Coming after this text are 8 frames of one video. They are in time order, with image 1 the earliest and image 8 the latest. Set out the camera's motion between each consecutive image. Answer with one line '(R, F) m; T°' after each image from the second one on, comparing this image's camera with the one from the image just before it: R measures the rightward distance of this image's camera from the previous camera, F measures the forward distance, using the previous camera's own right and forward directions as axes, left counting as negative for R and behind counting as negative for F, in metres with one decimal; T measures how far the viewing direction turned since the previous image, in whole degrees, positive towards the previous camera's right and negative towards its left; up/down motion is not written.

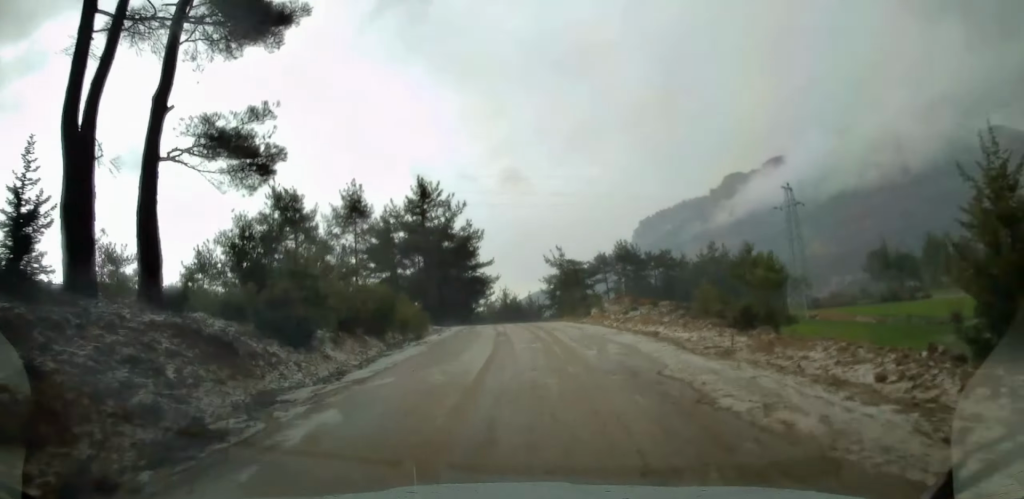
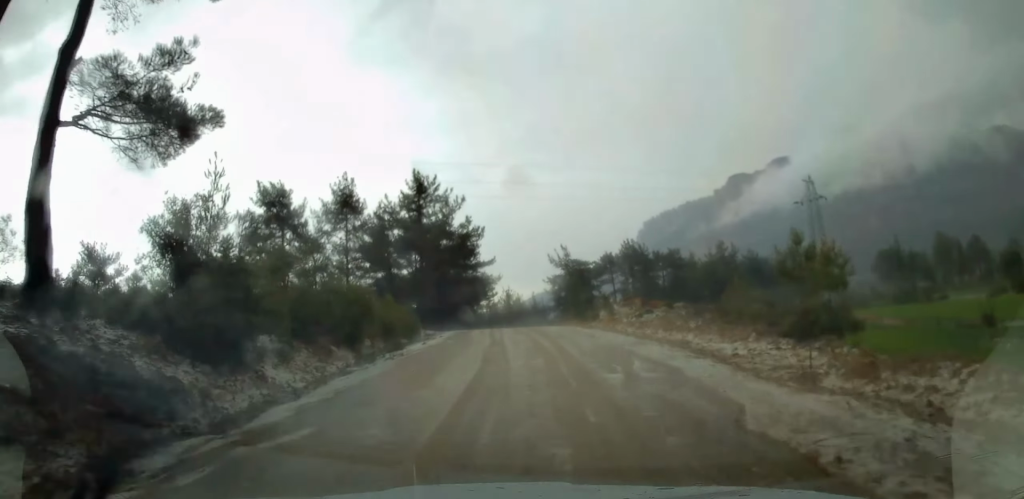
(0.0, +4.2) m; -1°
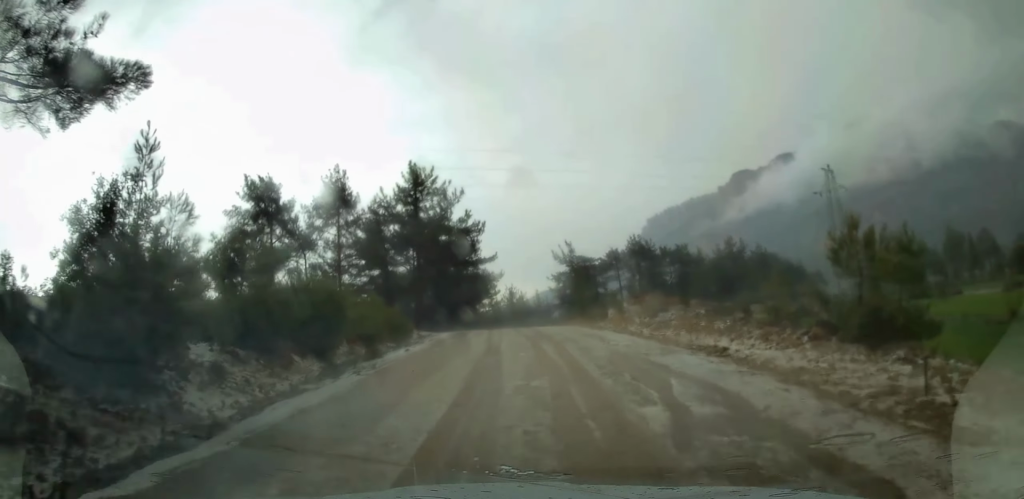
(0.0, +3.3) m; -1°
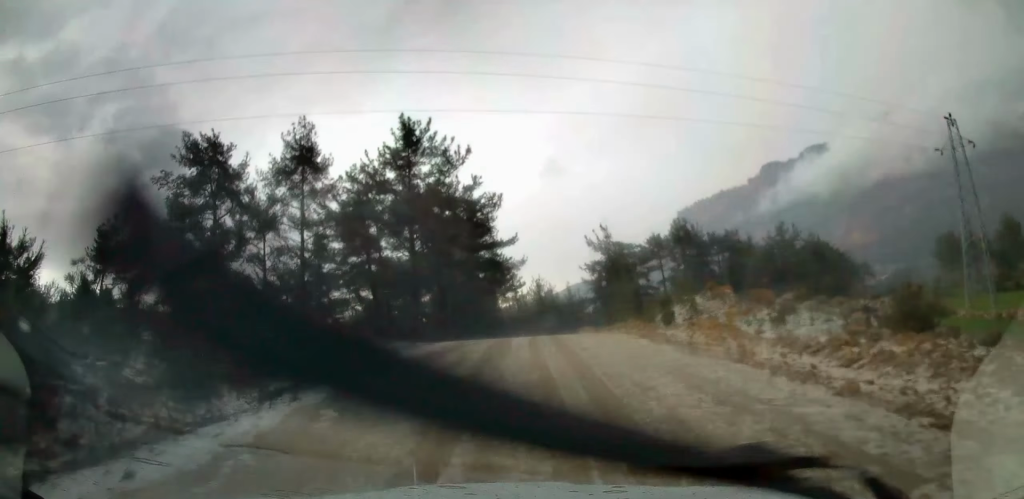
(-0.4, +14.2) m; -3°
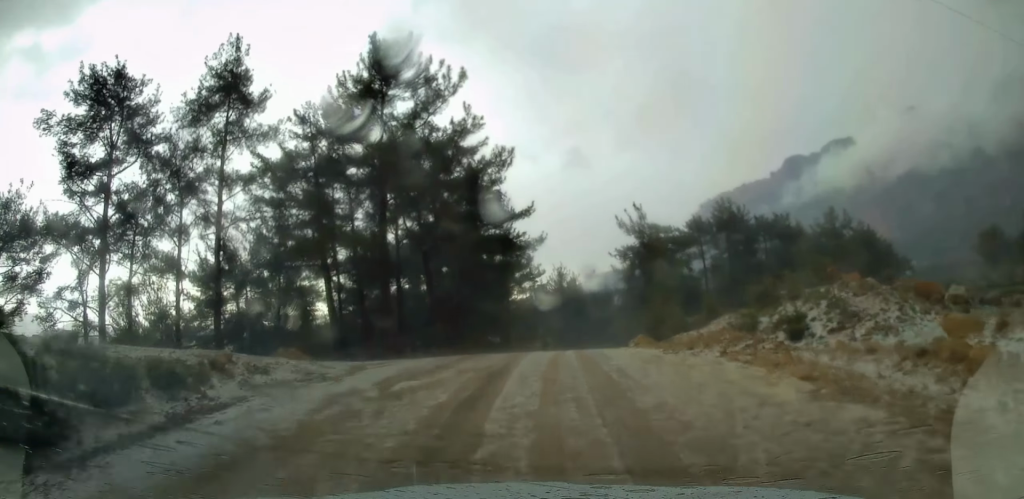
(-0.2, +13.4) m; 0°
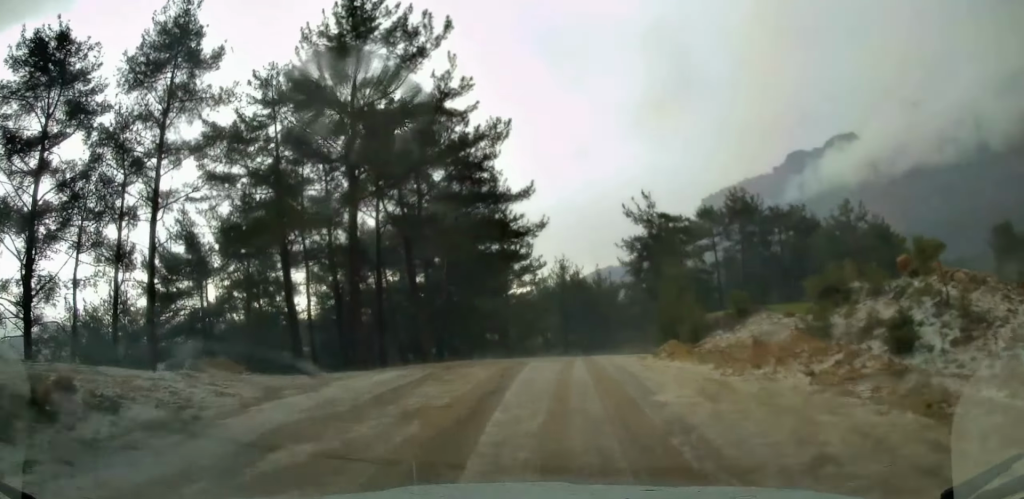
(+0.1, +5.2) m; +1°
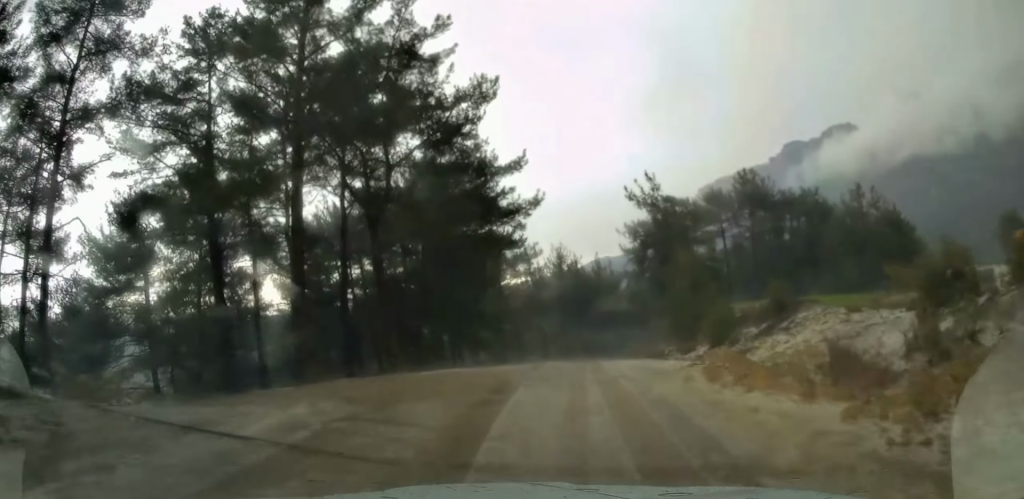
(0.0, +5.7) m; 0°
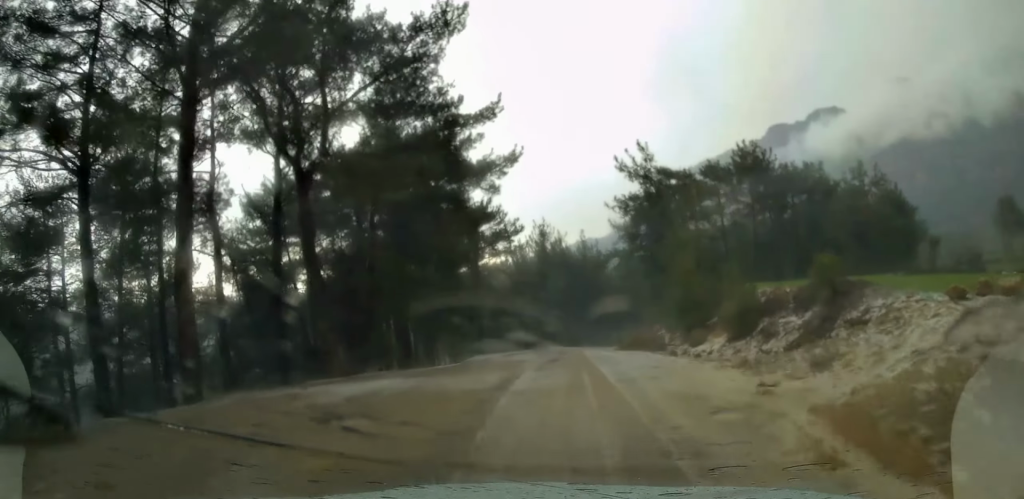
(0.0, +6.0) m; 0°
